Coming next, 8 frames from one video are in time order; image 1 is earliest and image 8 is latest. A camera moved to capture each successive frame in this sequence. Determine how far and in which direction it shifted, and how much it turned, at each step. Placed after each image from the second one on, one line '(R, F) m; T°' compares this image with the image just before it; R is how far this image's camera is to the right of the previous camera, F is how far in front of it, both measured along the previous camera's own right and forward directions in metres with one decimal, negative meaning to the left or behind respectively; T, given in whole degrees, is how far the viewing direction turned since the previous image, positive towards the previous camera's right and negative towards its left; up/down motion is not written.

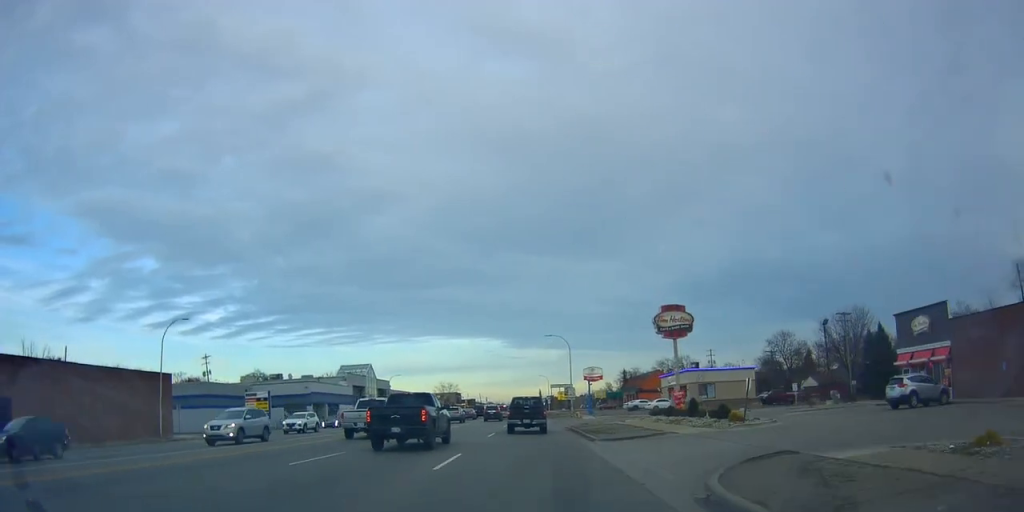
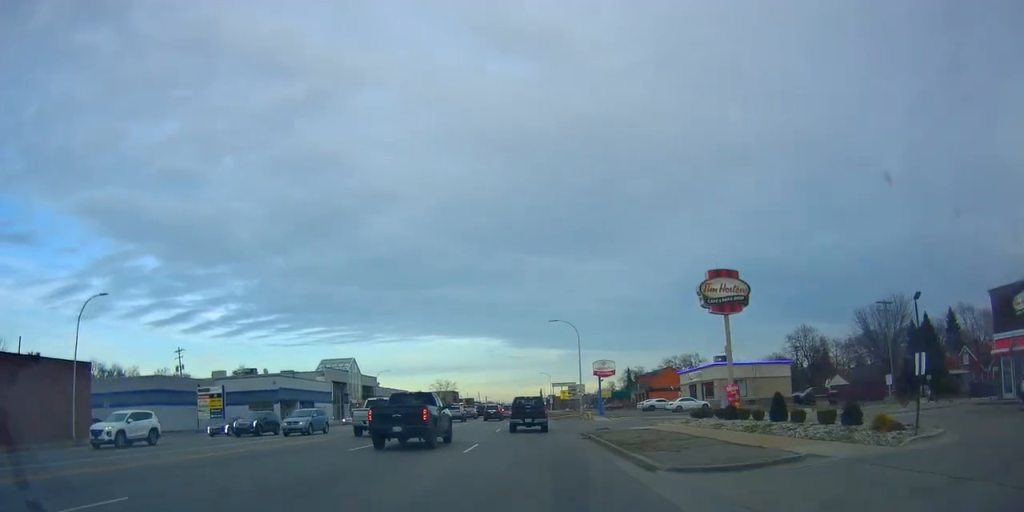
(-0.1, +10.1) m; +1°
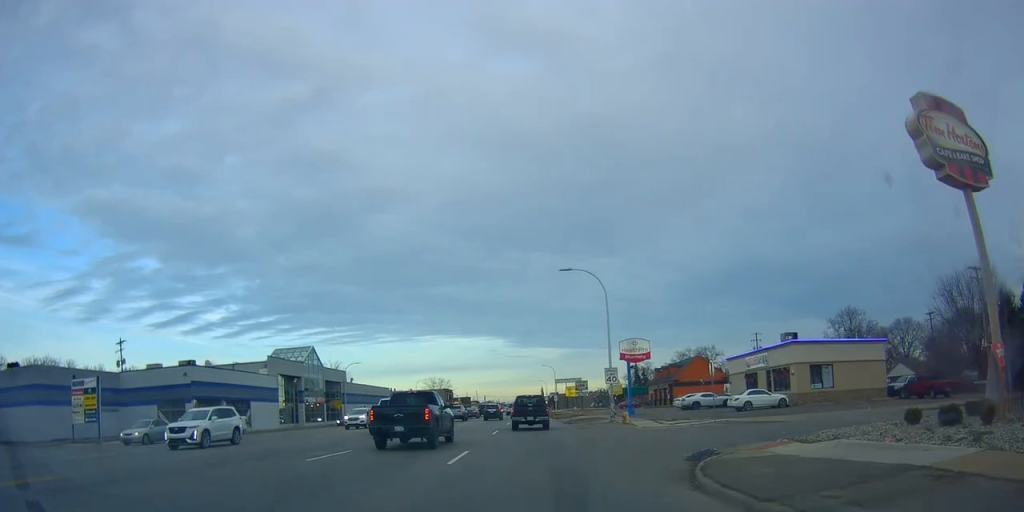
(+0.5, +18.3) m; +2°
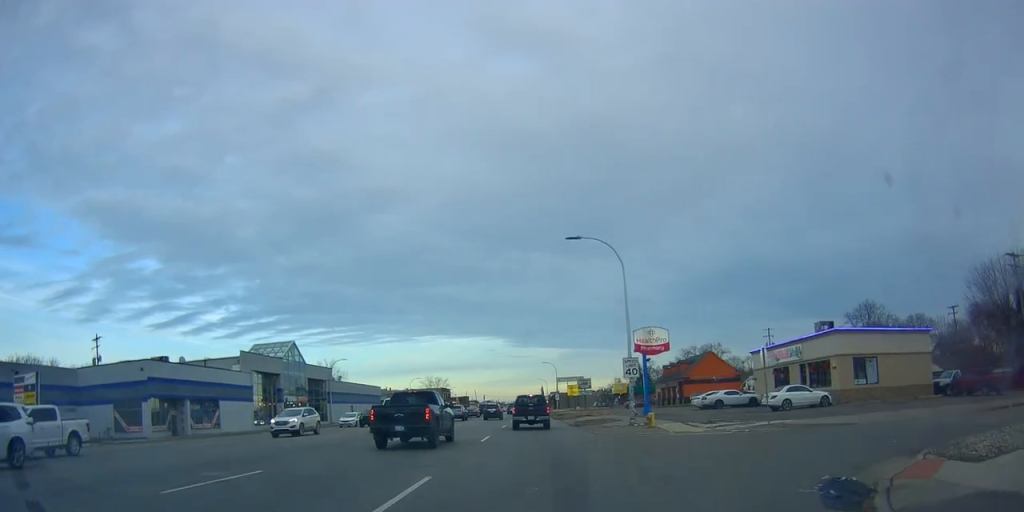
(0.0, +6.4) m; 0°
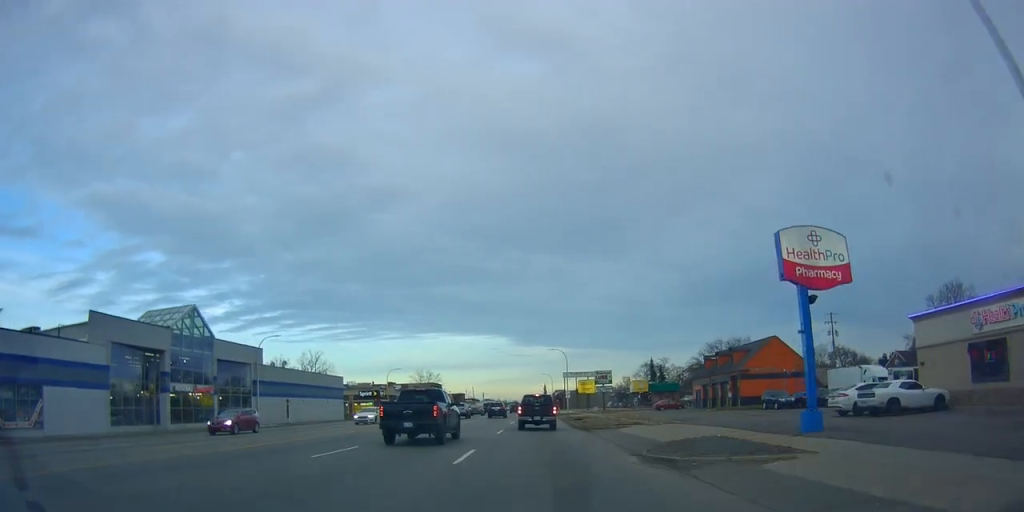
(-0.6, +24.0) m; -2°
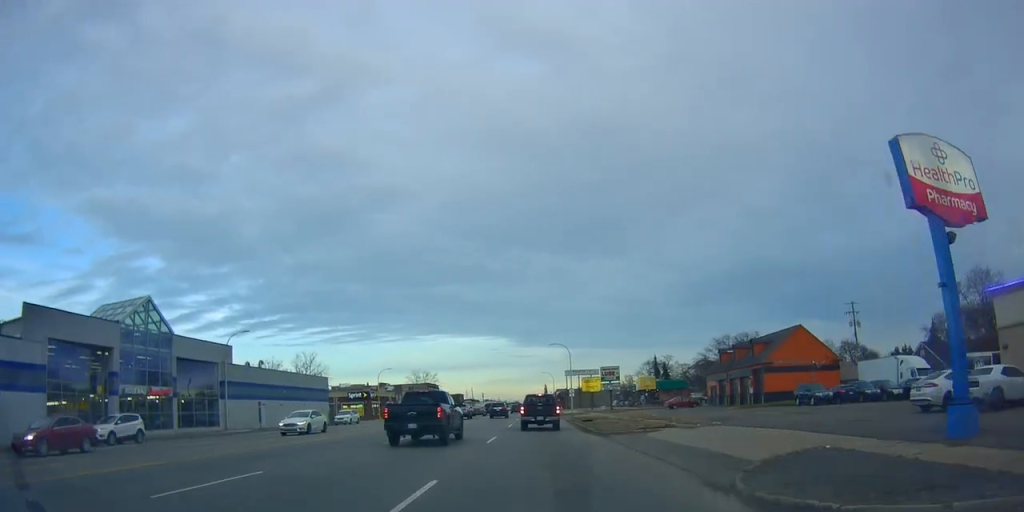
(-0.2, +7.0) m; 0°
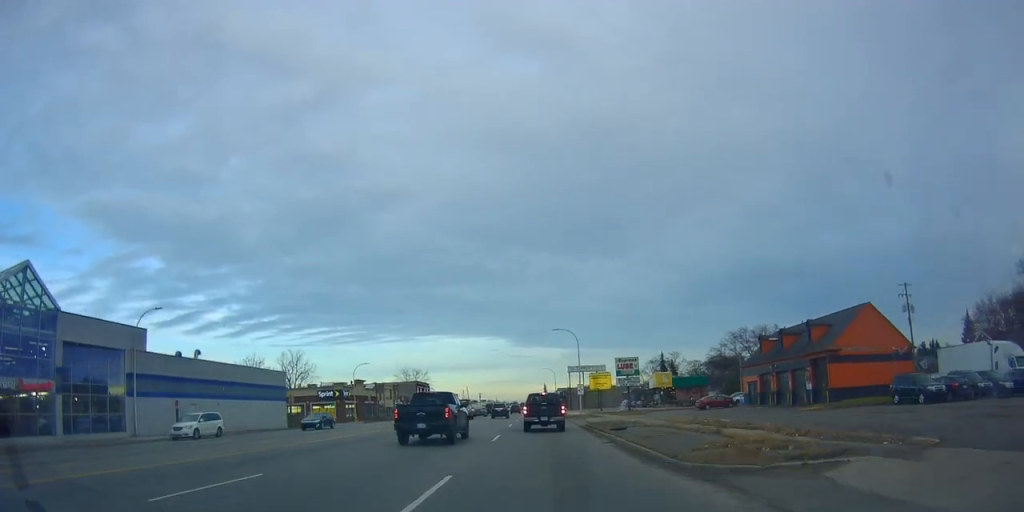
(+0.5, +14.4) m; +2°
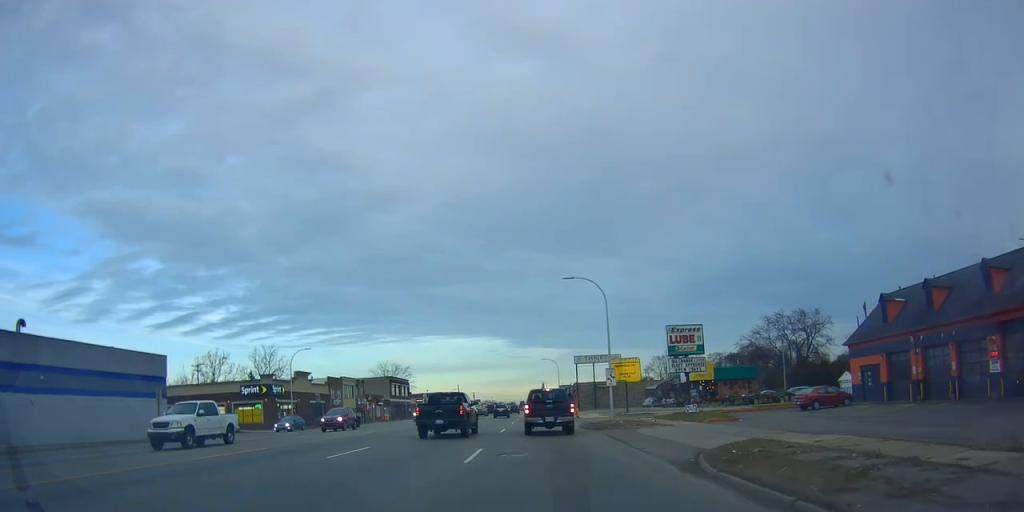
(0.0, +25.2) m; -2°
